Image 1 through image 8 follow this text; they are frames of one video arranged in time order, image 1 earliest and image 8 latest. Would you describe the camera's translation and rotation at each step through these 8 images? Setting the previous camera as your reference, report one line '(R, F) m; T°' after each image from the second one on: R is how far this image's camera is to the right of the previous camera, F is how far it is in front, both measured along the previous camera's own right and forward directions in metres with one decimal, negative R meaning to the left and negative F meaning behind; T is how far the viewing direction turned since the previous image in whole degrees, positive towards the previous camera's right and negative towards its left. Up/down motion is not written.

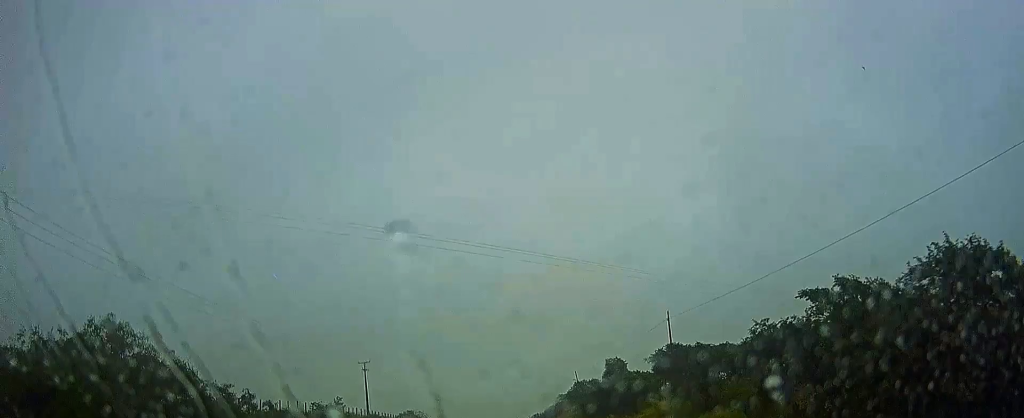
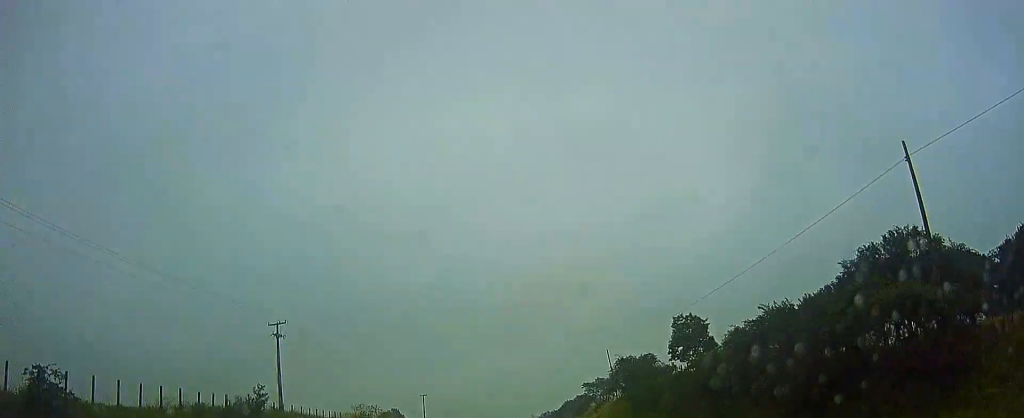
(+0.2, +35.4) m; 0°
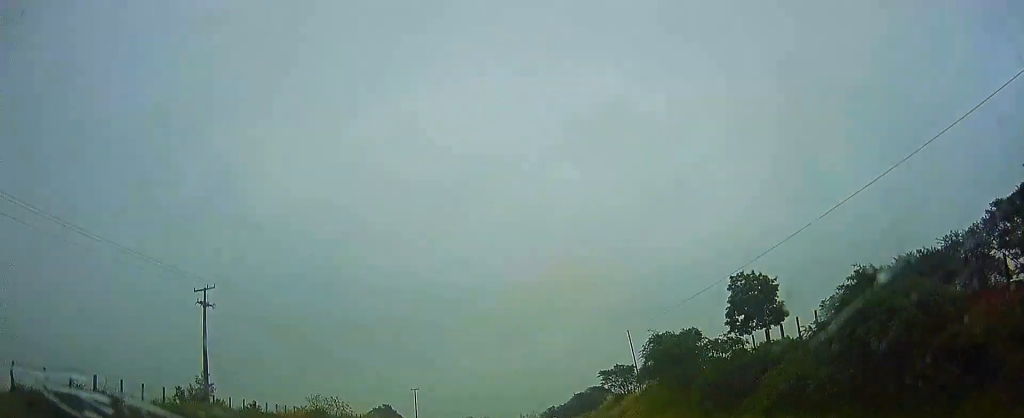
(-0.1, +14.8) m; 0°
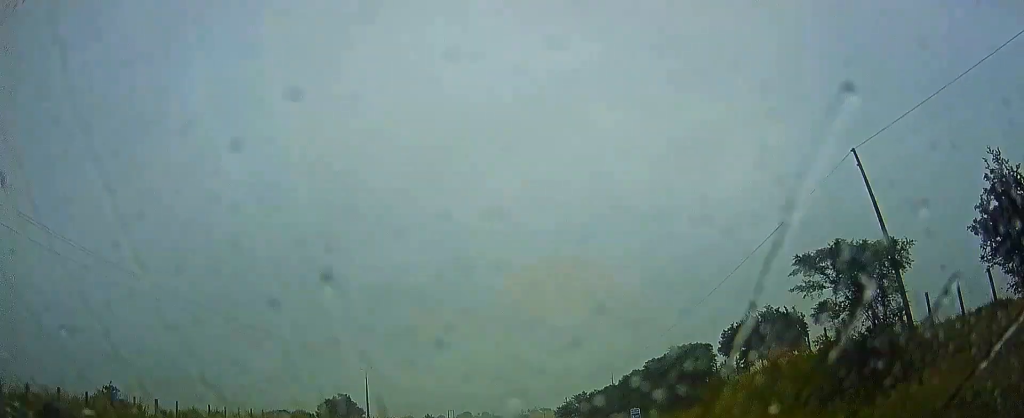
(+0.6, +49.3) m; +1°
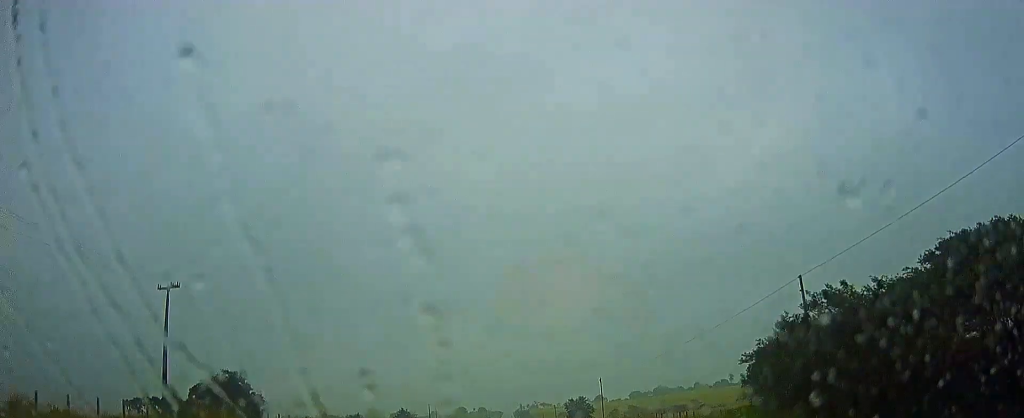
(-1.3, +59.0) m; -1°
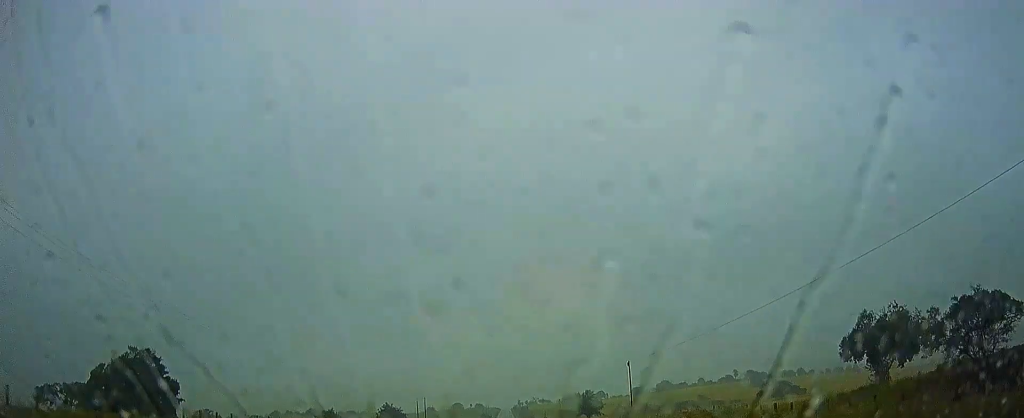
(0.0, +23.2) m; 0°
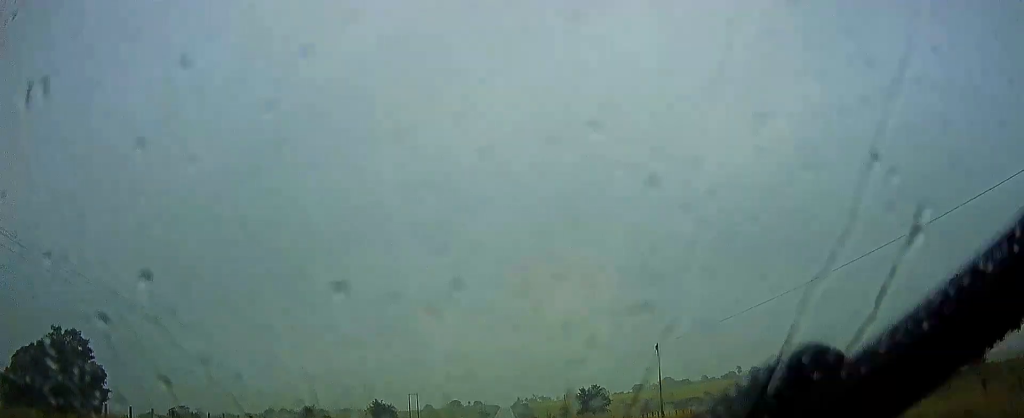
(+0.1, +13.9) m; 0°
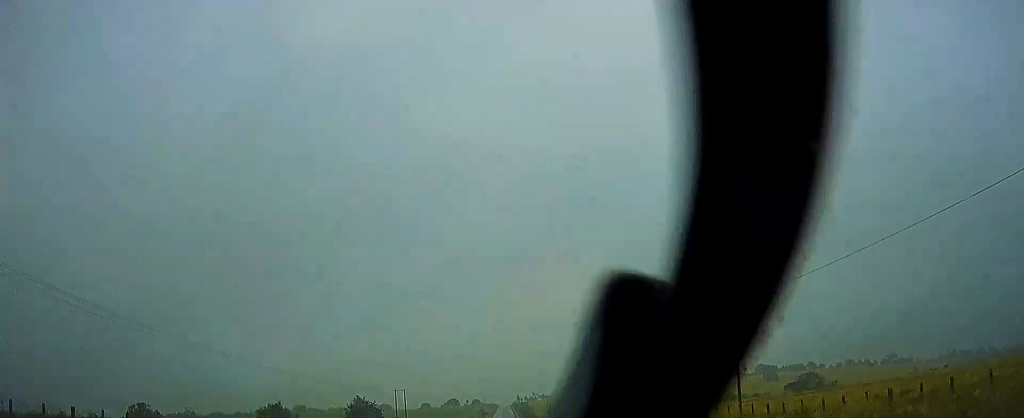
(+0.1, +19.8) m; 0°
